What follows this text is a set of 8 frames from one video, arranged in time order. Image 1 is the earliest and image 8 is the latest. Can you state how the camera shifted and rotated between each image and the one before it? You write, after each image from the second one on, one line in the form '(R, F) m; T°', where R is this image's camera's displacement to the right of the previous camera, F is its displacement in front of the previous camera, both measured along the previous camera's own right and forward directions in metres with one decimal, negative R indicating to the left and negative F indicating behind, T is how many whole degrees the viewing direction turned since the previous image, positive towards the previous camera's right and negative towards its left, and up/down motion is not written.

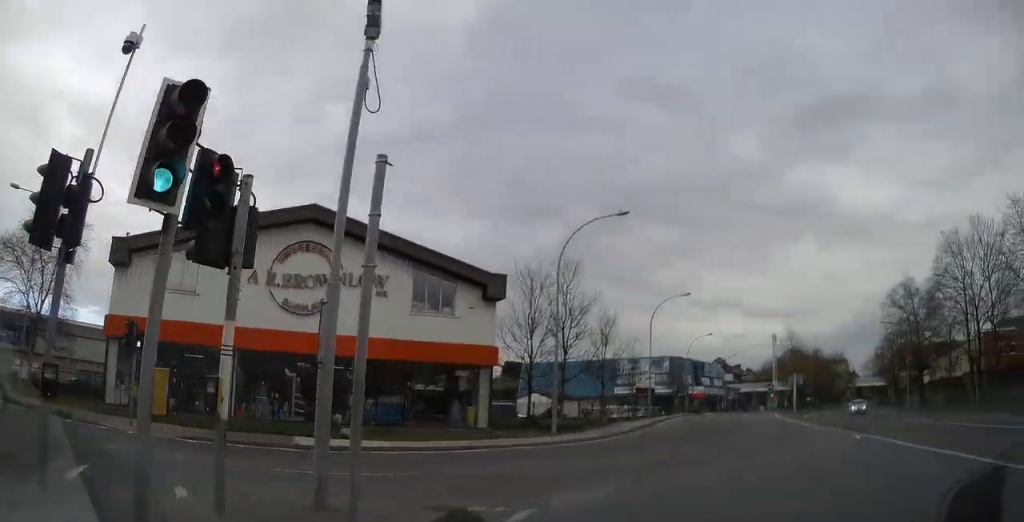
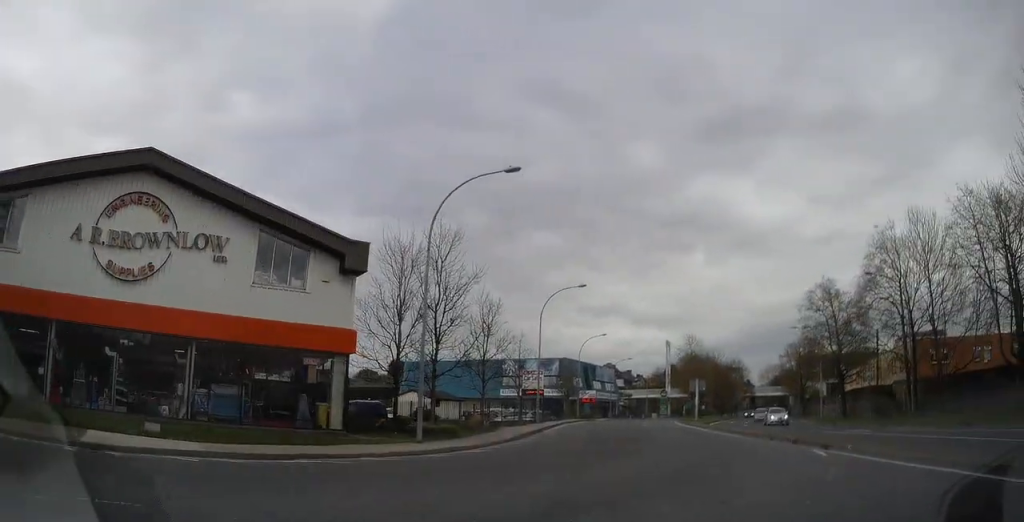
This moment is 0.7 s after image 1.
(+1.3, +4.5) m; +21°
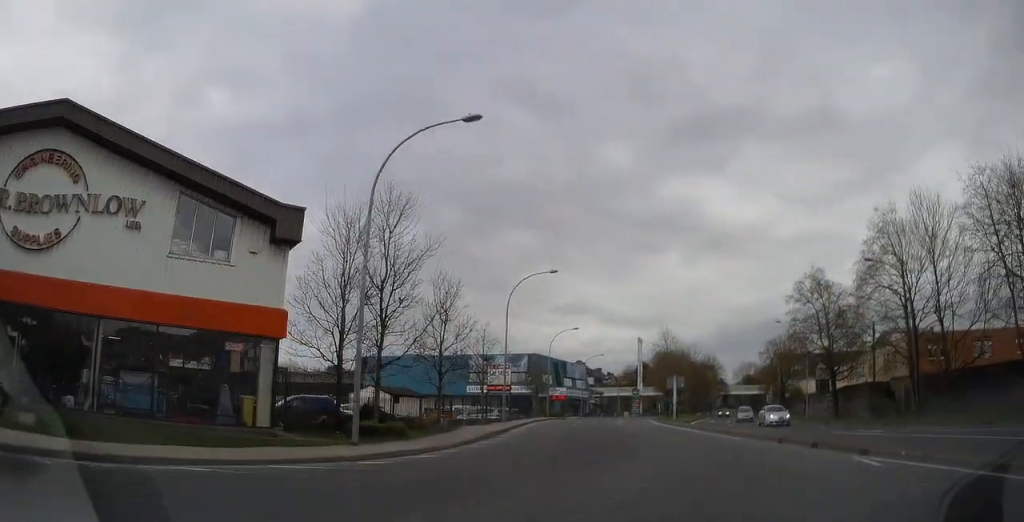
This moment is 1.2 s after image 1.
(+0.3, +3.2) m; +11°
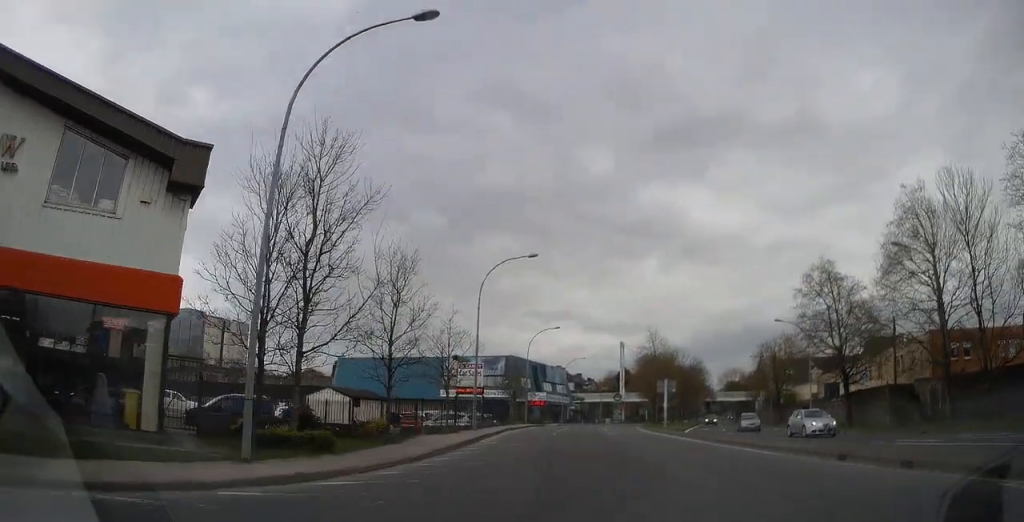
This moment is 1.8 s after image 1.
(+0.8, +4.4) m; +9°
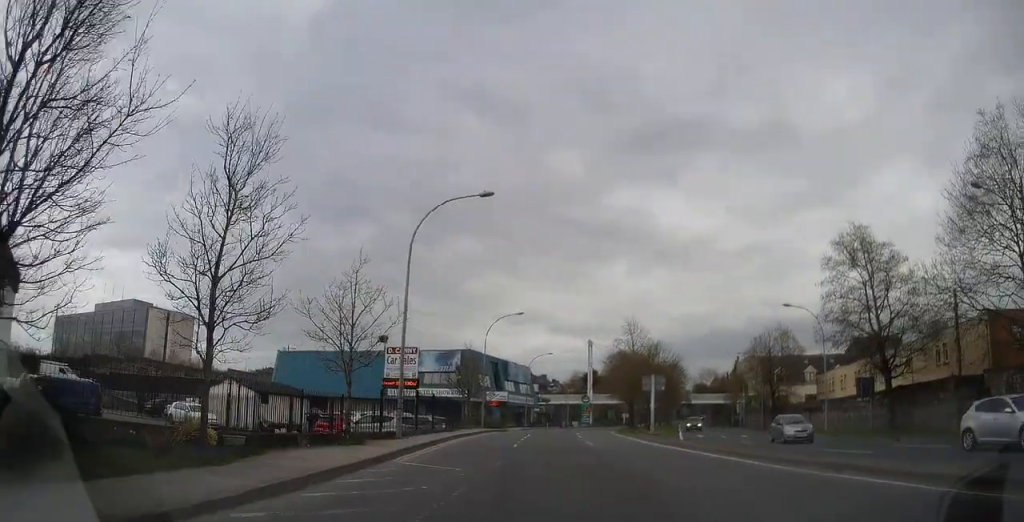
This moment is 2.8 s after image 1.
(+0.7, +8.3) m; +7°
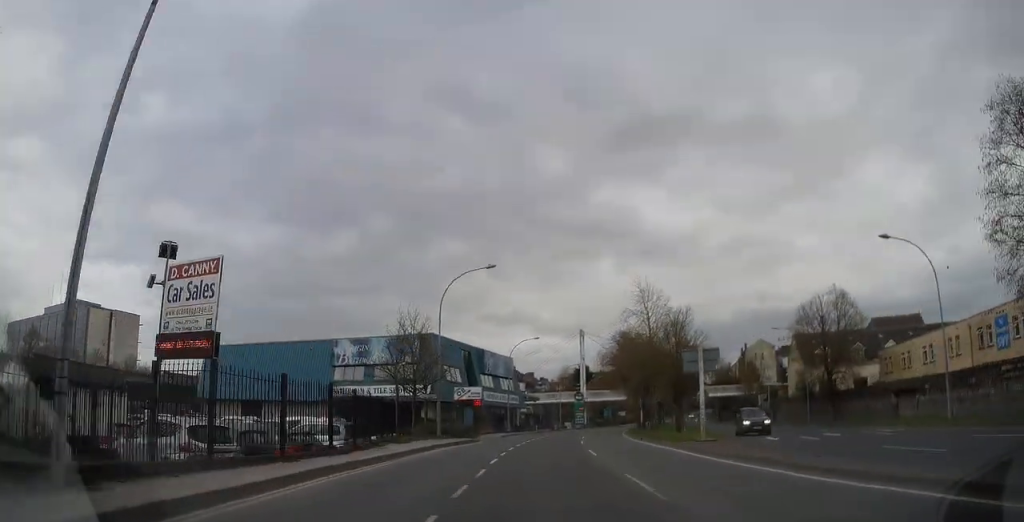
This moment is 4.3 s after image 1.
(+1.0, +15.2) m; +6°
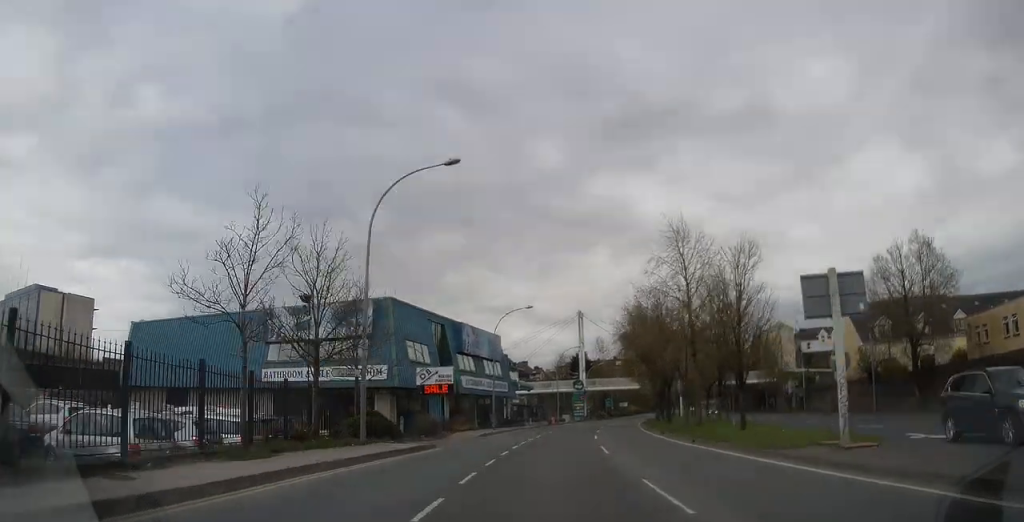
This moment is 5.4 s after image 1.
(+0.4, +13.8) m; +2°
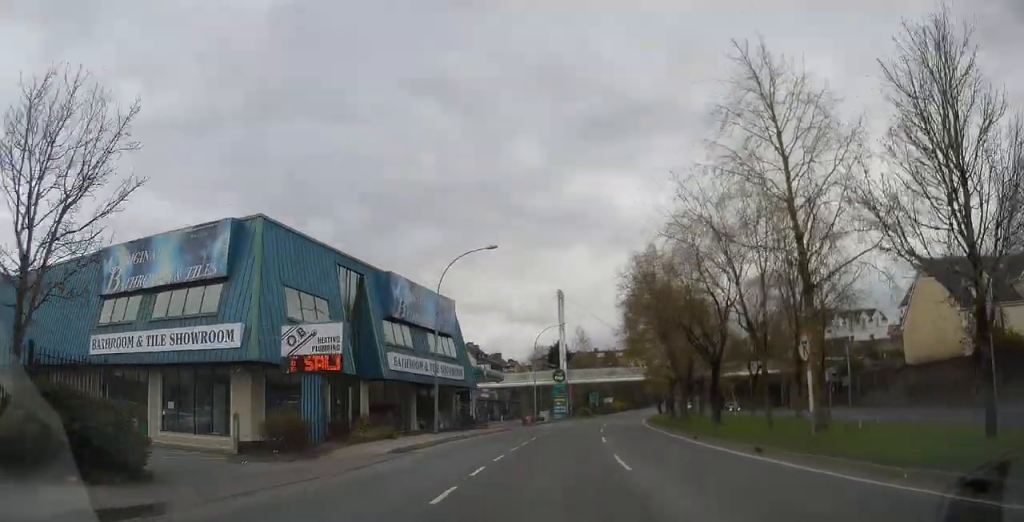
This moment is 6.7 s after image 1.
(+0.3, +17.9) m; +2°
